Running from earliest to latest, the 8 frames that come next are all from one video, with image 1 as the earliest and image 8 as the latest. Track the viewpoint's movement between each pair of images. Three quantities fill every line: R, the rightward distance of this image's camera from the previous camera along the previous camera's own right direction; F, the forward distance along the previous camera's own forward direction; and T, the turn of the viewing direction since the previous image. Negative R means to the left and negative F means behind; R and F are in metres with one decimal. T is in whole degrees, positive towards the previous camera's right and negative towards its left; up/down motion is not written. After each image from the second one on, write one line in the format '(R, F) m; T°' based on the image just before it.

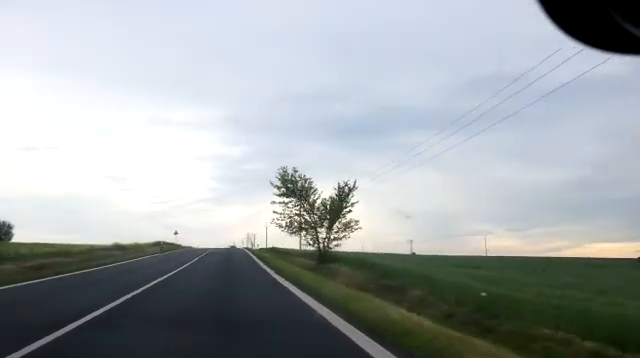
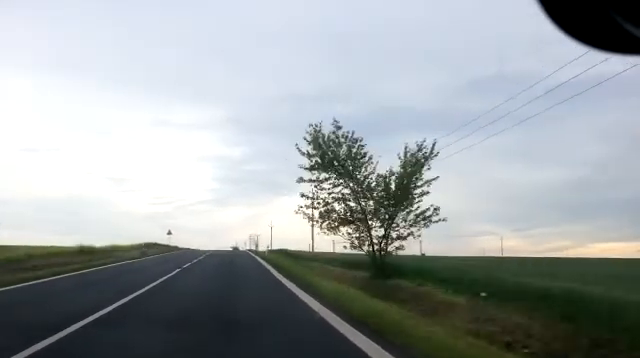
(+0.3, +11.9) m; 0°
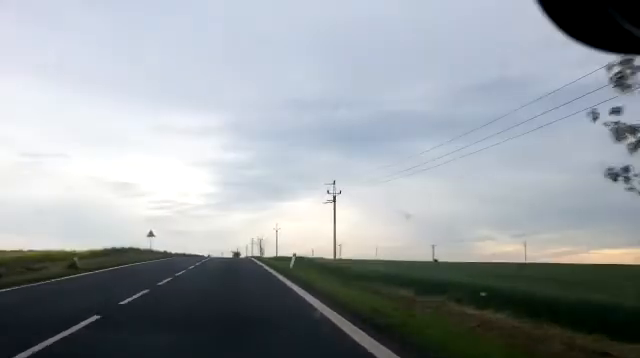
(+0.1, +17.1) m; 0°
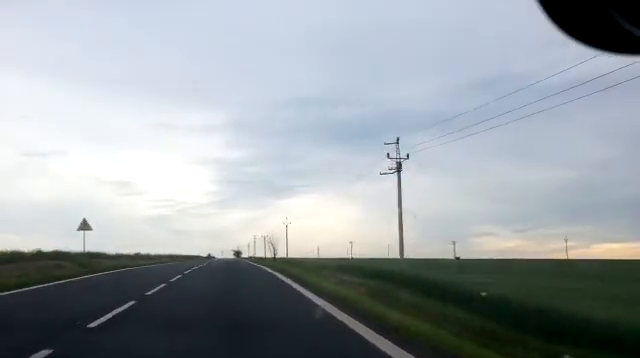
(-0.5, +25.0) m; -1°
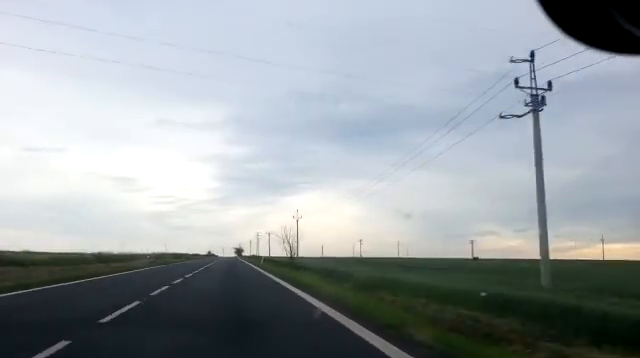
(0.0, +17.6) m; 0°
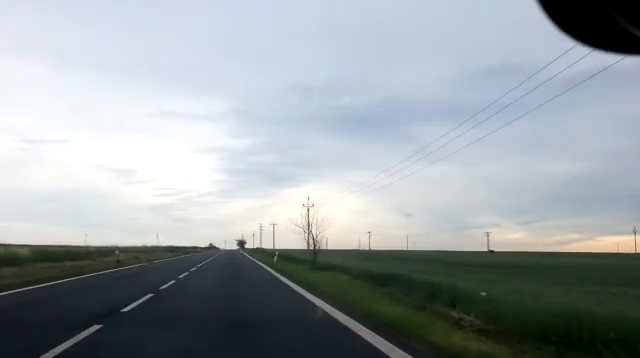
(0.0, +12.5) m; 0°
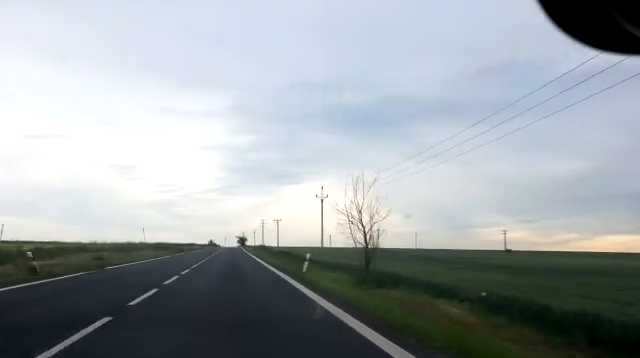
(-0.1, +13.2) m; 0°
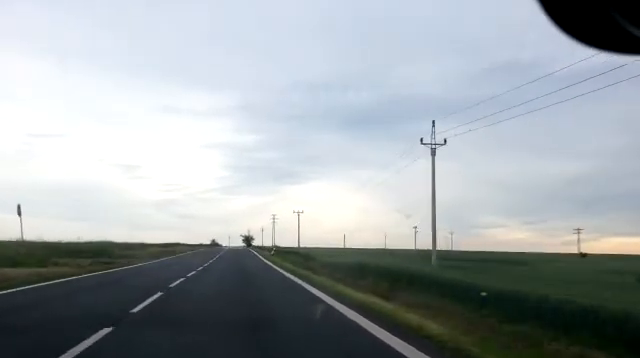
(+0.2, +41.1) m; +1°
